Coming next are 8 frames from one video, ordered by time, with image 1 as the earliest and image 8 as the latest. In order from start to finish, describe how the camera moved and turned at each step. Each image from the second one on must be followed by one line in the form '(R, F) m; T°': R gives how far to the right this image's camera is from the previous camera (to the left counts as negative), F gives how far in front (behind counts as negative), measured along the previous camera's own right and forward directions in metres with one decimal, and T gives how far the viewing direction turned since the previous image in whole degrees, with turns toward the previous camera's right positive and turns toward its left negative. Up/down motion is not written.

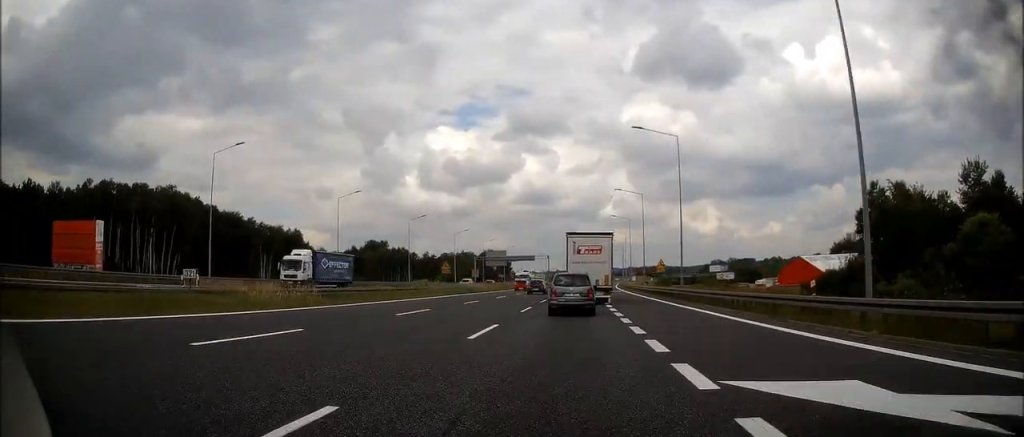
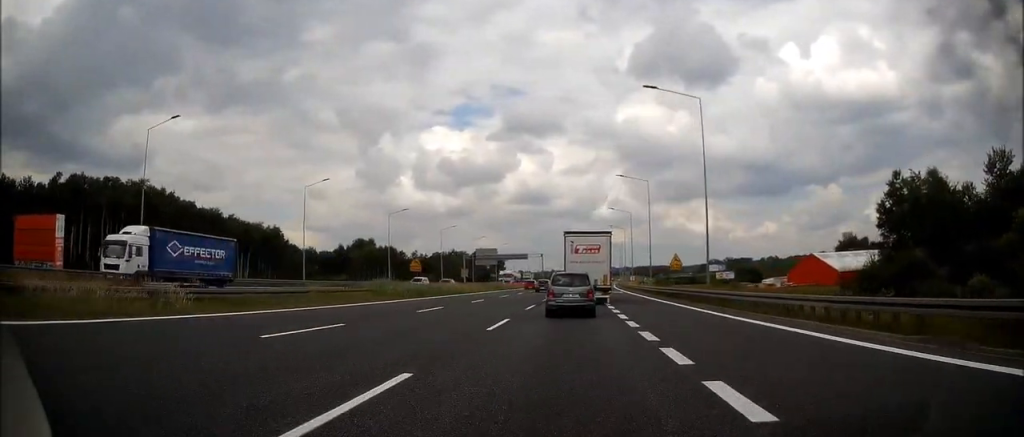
(-0.1, +10.0) m; +1°
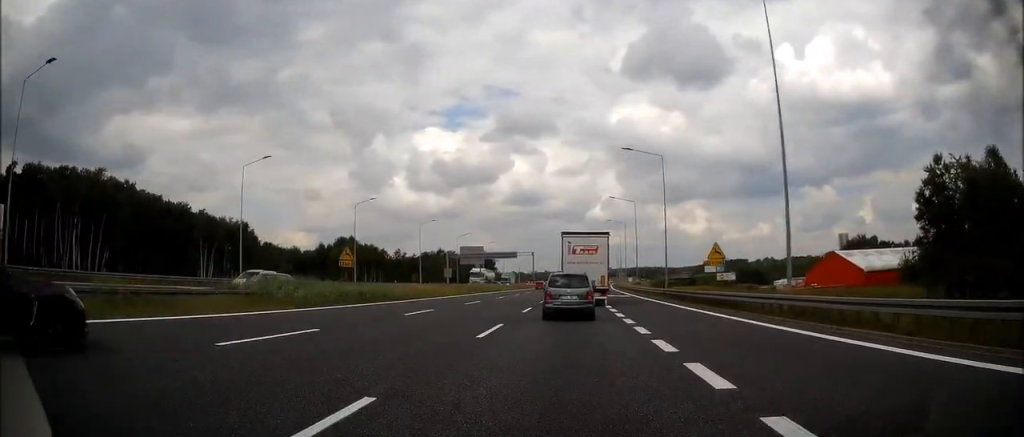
(+0.4, +14.5) m; +1°
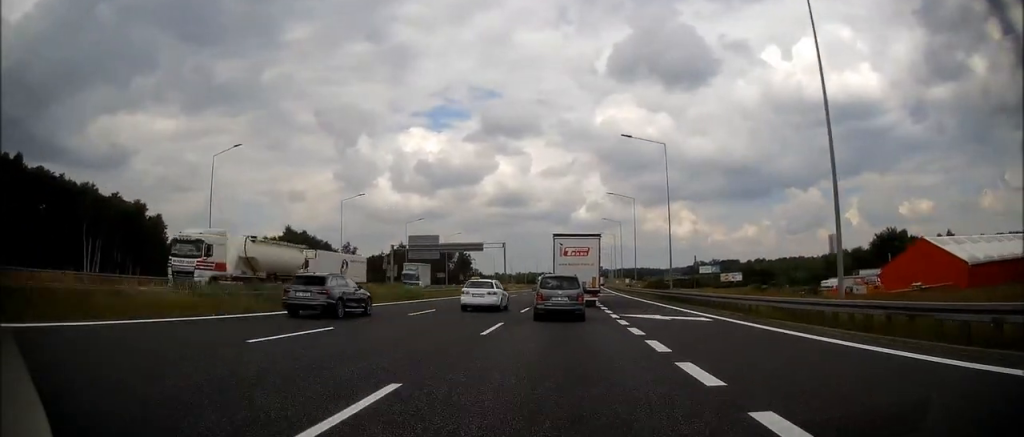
(+0.1, +35.9) m; +1°
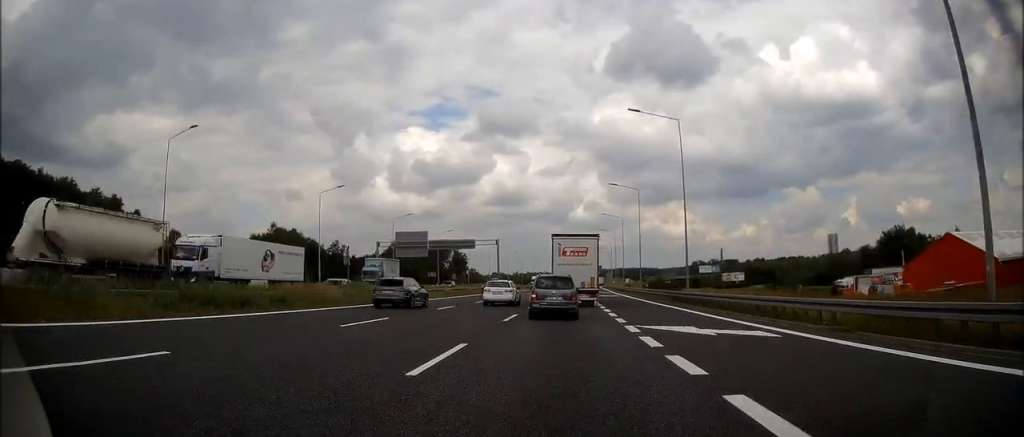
(0.0, +7.0) m; 0°
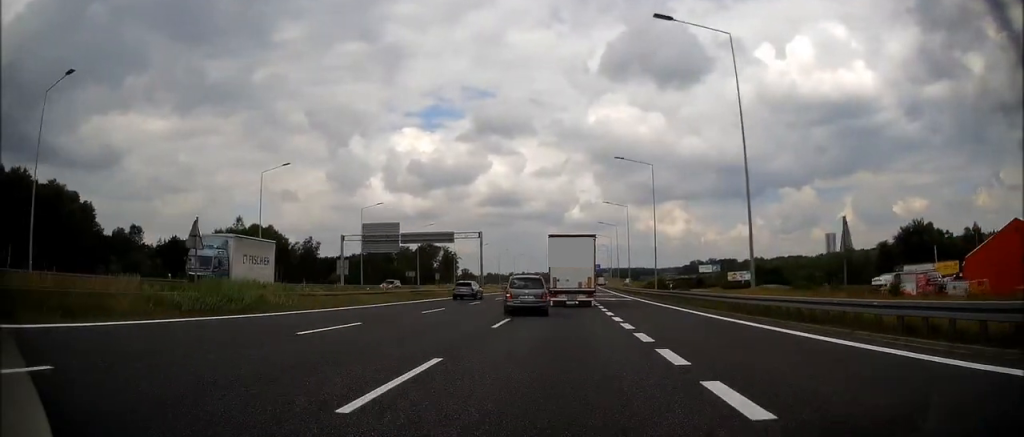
(0.0, +14.8) m; 0°
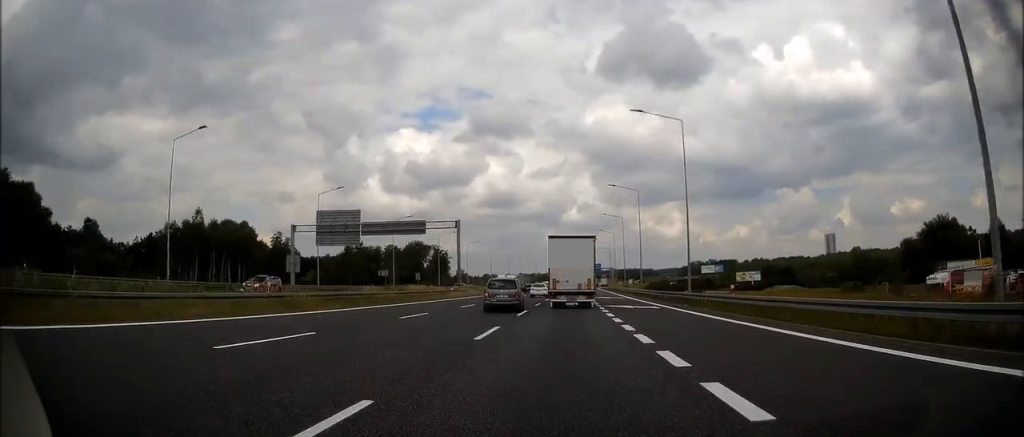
(-0.1, +15.7) m; 0°
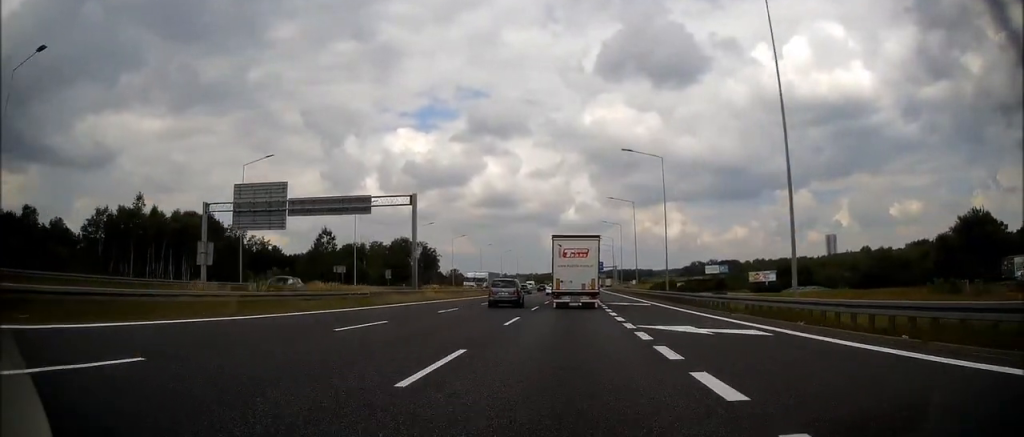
(-0.1, +18.7) m; +1°
